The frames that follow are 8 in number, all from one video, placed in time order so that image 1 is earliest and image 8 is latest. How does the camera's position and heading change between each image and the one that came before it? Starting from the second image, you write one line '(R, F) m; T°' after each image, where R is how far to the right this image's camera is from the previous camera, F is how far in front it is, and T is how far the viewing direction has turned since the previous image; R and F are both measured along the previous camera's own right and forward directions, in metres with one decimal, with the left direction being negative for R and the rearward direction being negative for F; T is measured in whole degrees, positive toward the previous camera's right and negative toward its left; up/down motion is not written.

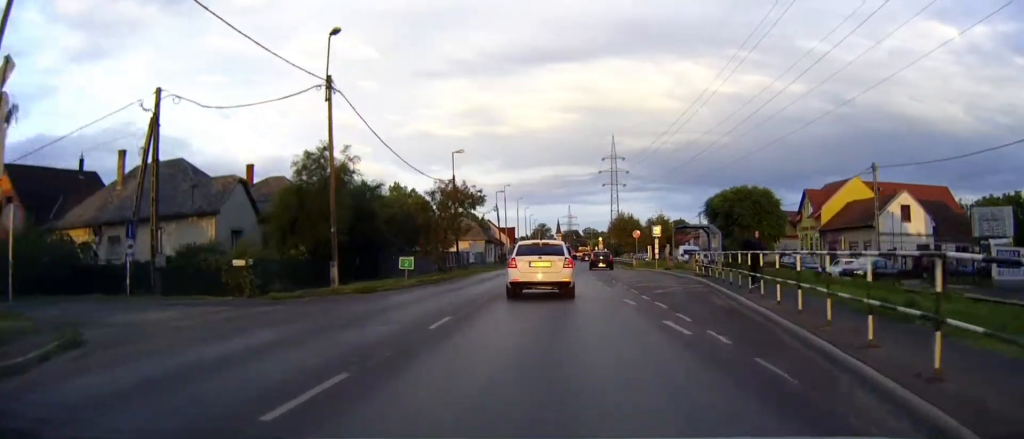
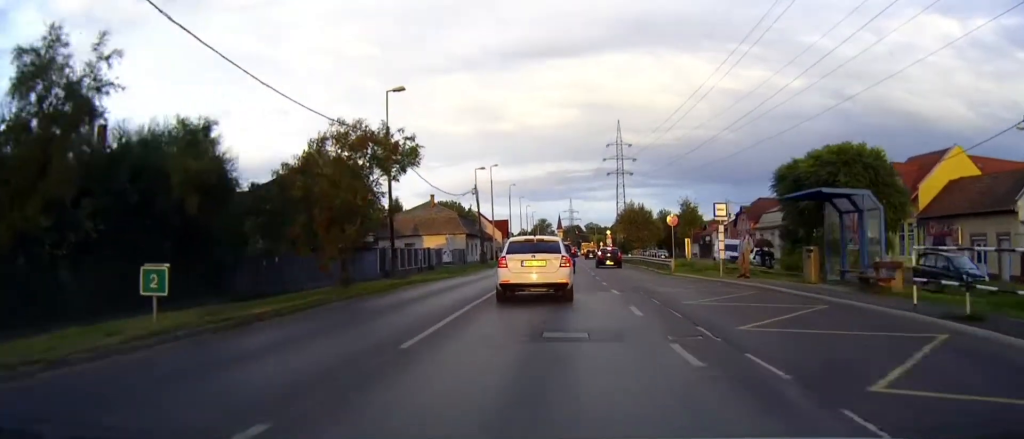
(0.0, +20.5) m; 0°
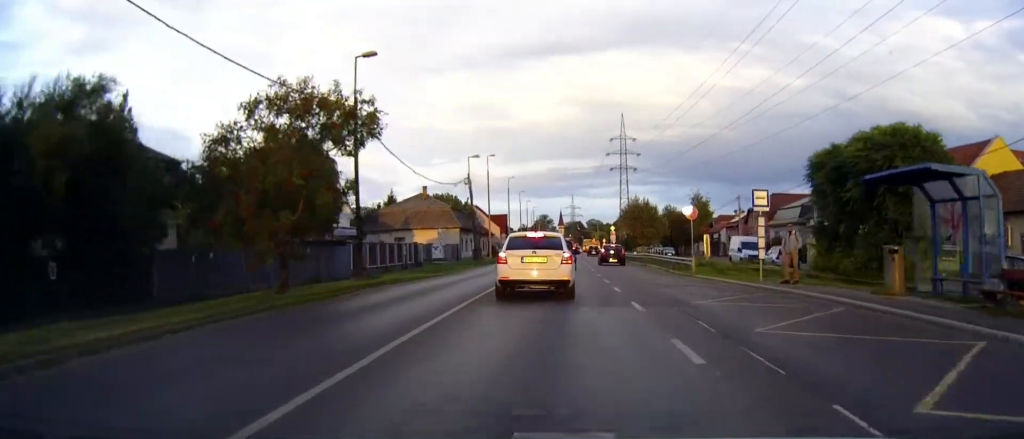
(0.0, +6.1) m; 0°
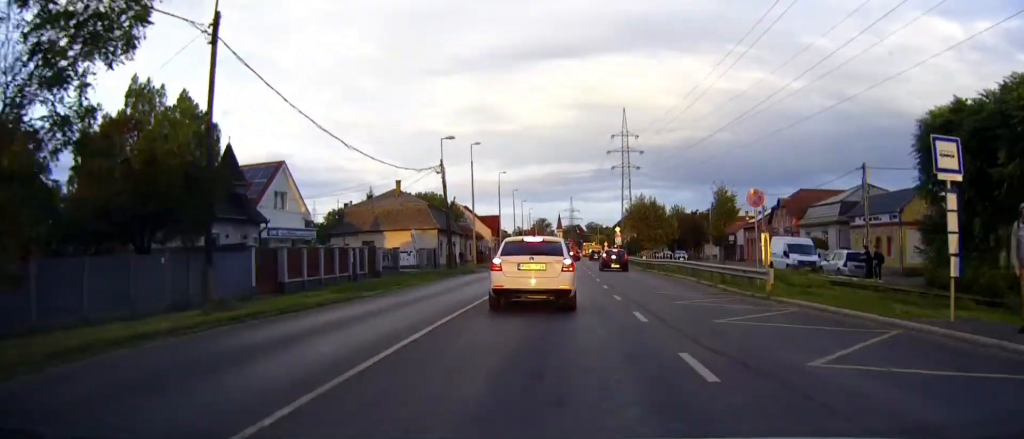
(0.0, +12.2) m; 0°
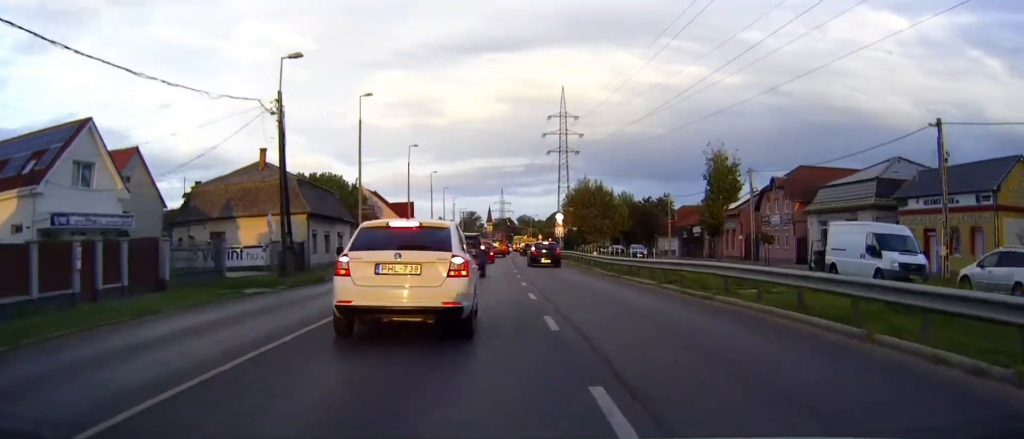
(+0.3, +20.3) m; +4°
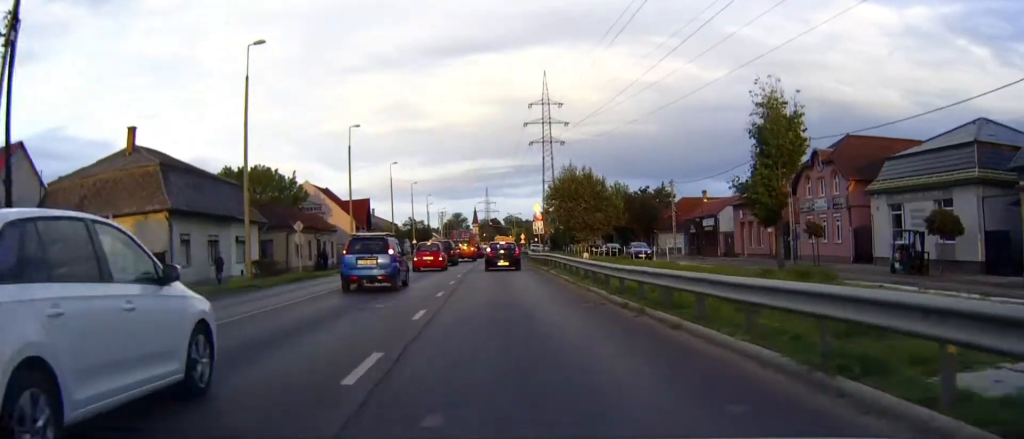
(+0.7, +15.6) m; +2°
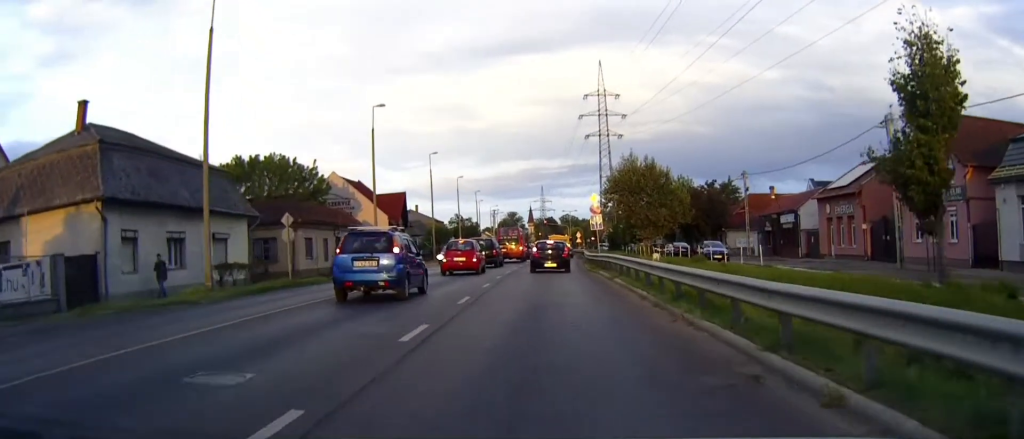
(-0.1, +9.1) m; -2°
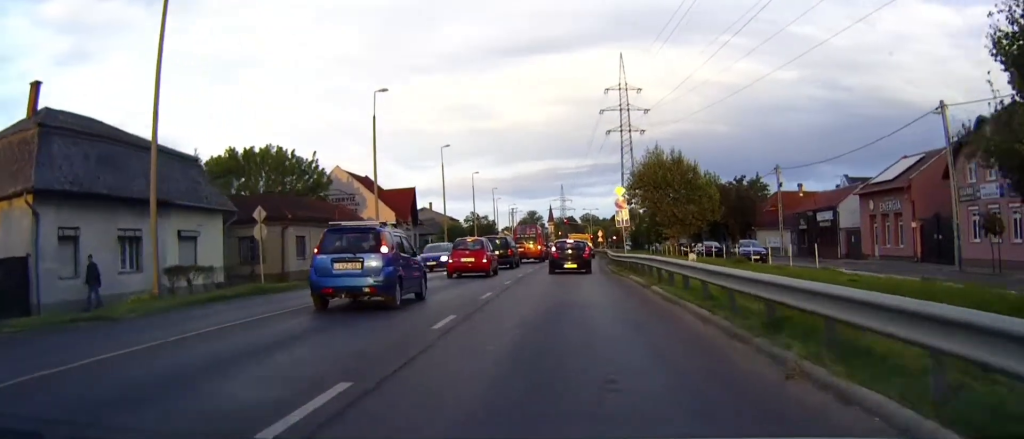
(0.0, +5.1) m; -1°
